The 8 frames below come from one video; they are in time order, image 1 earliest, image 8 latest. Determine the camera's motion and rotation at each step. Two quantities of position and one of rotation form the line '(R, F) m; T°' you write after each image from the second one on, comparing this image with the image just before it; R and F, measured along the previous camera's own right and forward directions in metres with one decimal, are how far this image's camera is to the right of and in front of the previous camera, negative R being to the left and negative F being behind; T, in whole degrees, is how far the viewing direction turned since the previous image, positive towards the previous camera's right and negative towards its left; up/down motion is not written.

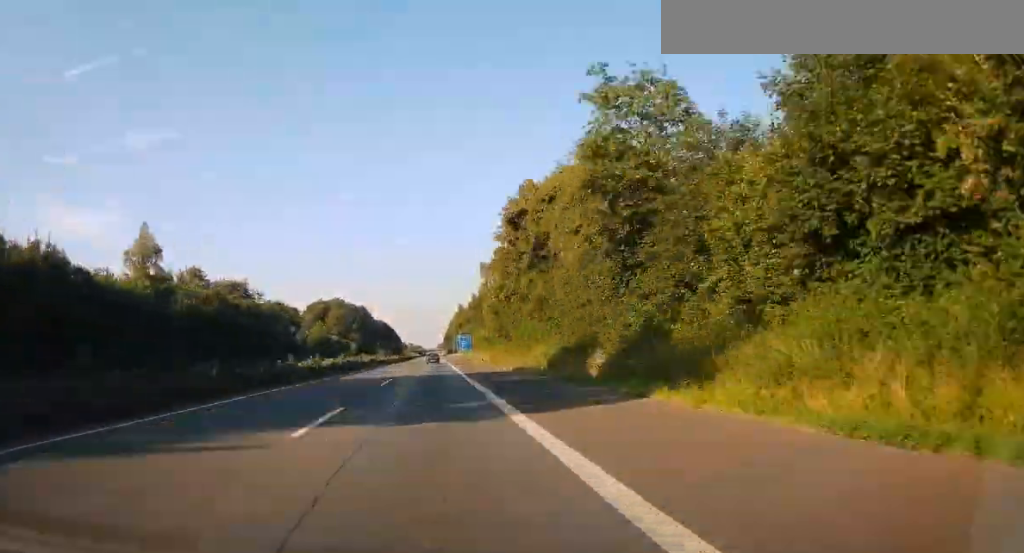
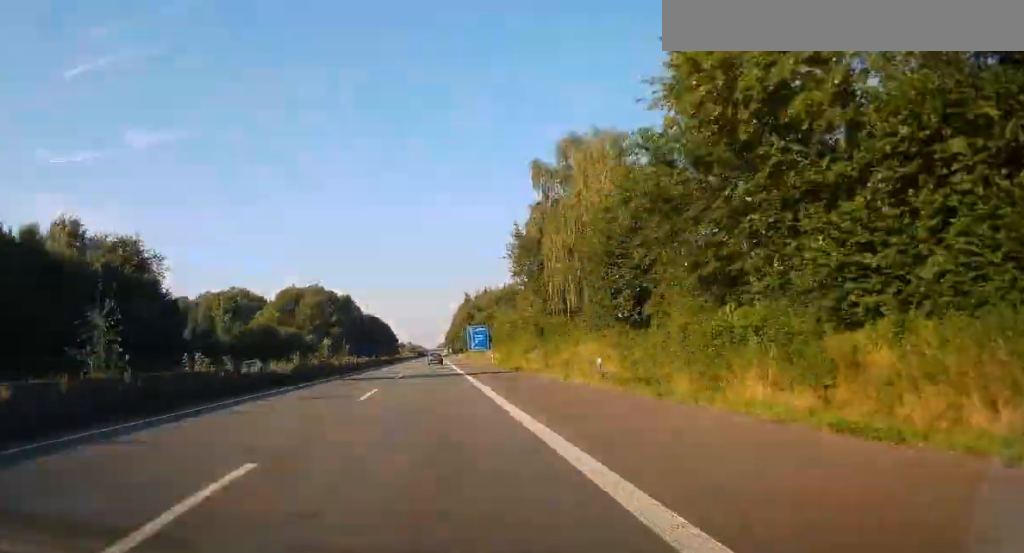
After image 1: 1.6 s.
(-0.1, +63.0) m; 0°
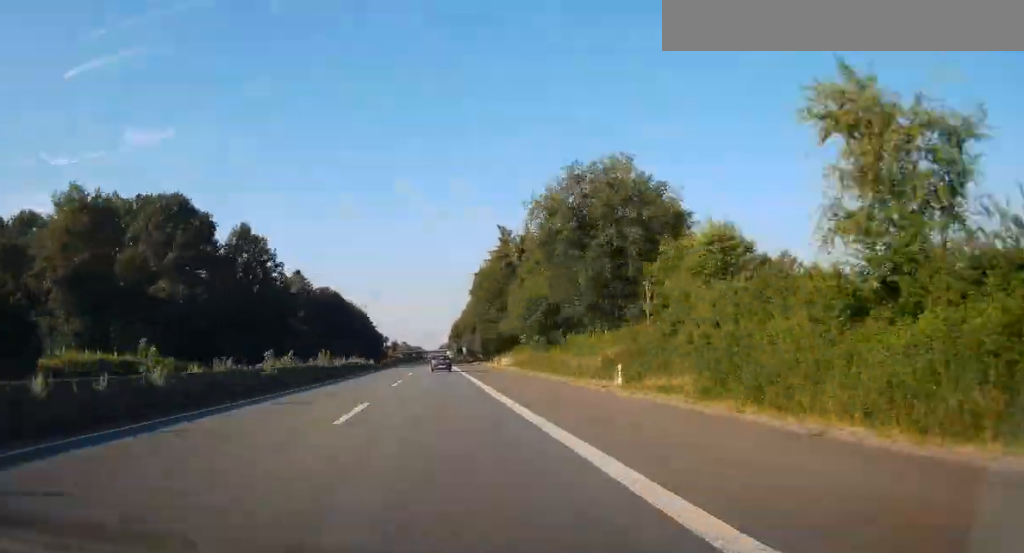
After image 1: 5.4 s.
(+0.3, +148.3) m; -3°
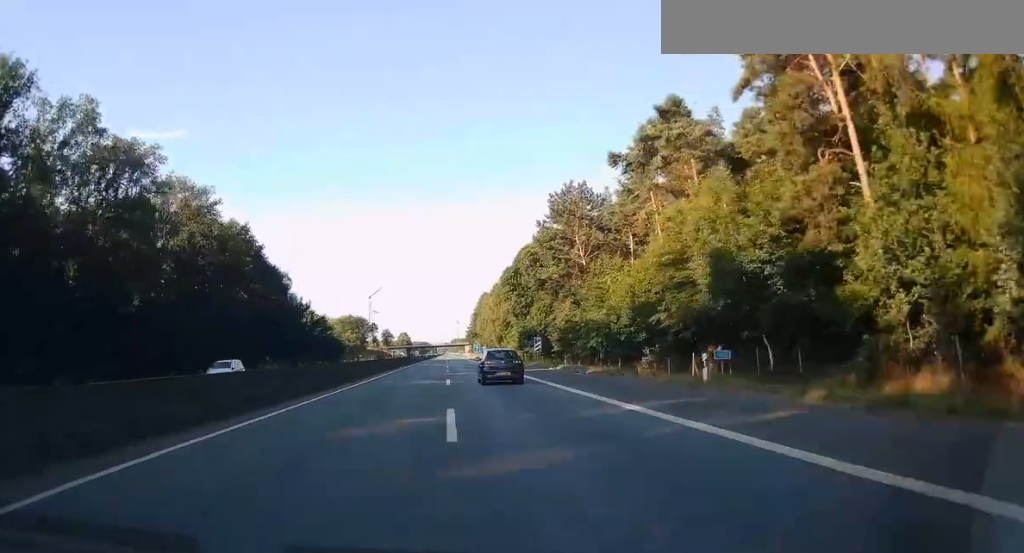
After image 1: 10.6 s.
(-3.7, +185.4) m; +3°
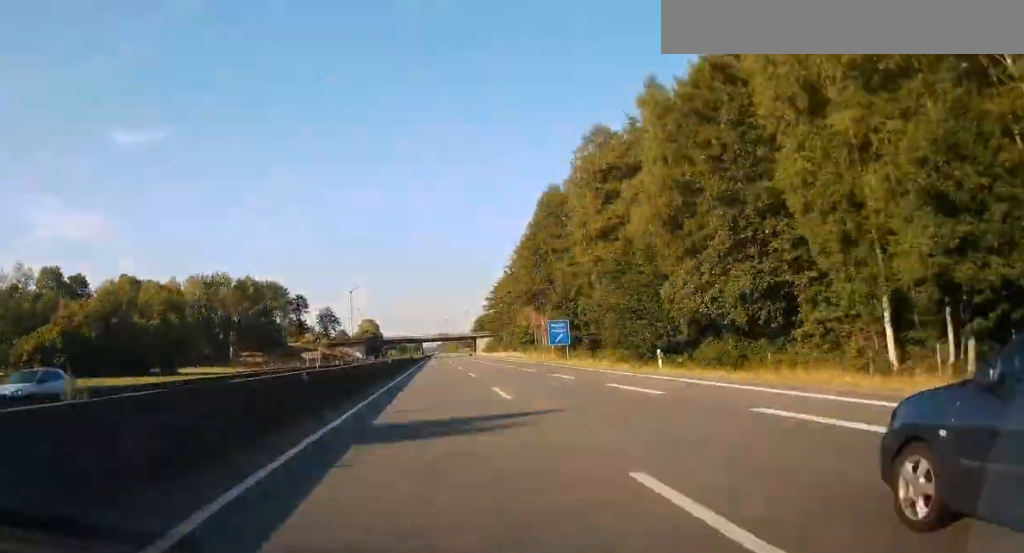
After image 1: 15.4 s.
(+10.7, +197.7) m; +2°
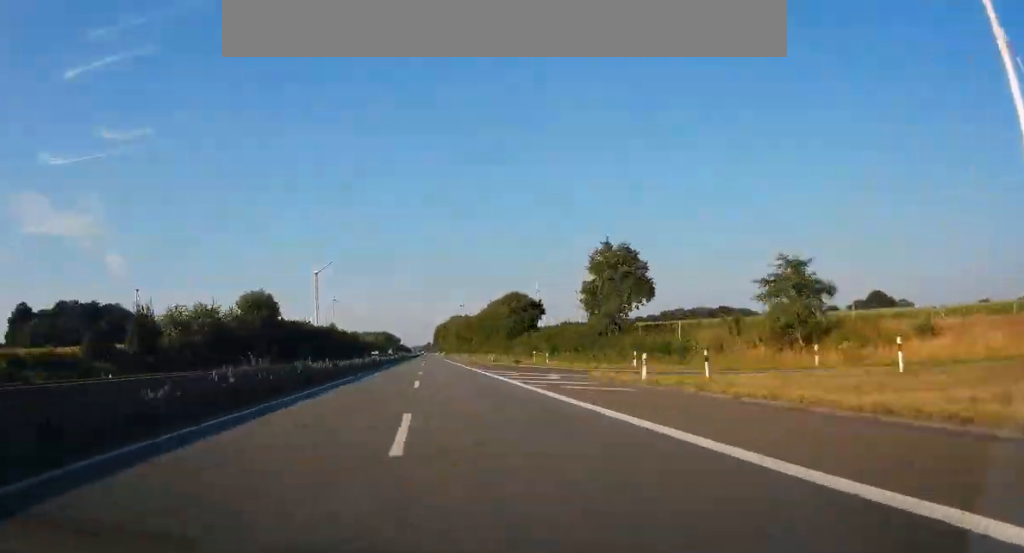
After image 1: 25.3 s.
(-6.3, +401.6) m; -1°
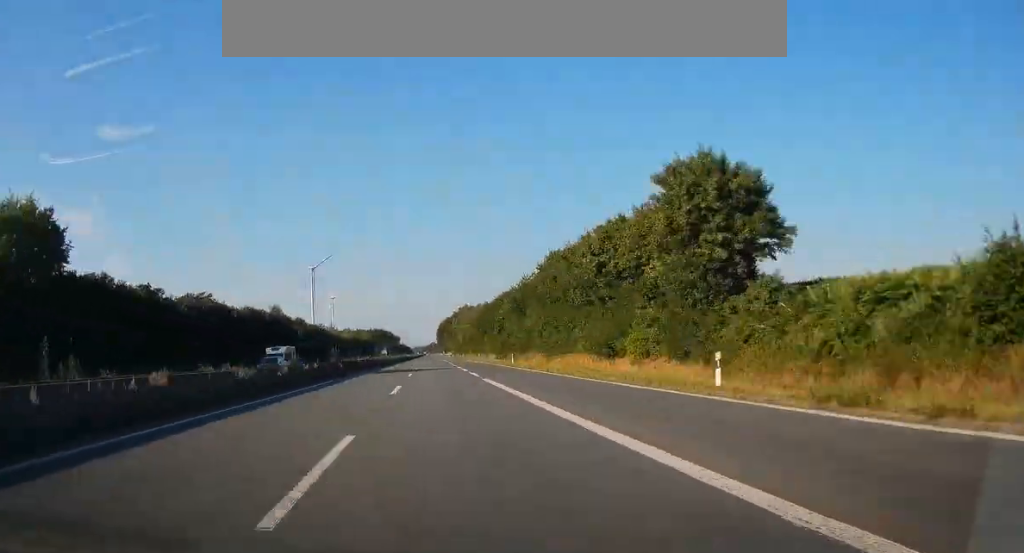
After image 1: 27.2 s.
(-0.5, +79.1) m; 0°
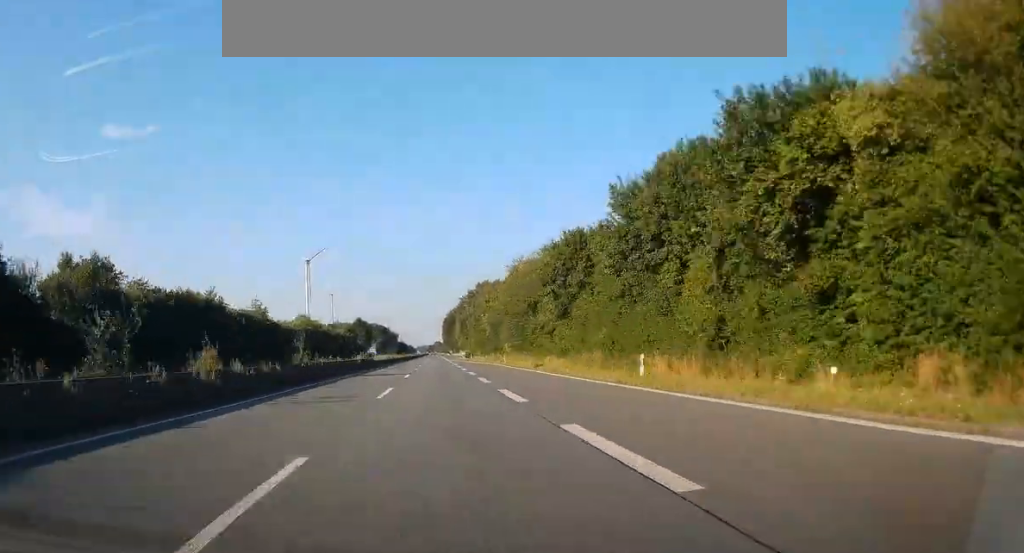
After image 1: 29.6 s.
(-0.4, +99.2) m; 0°
